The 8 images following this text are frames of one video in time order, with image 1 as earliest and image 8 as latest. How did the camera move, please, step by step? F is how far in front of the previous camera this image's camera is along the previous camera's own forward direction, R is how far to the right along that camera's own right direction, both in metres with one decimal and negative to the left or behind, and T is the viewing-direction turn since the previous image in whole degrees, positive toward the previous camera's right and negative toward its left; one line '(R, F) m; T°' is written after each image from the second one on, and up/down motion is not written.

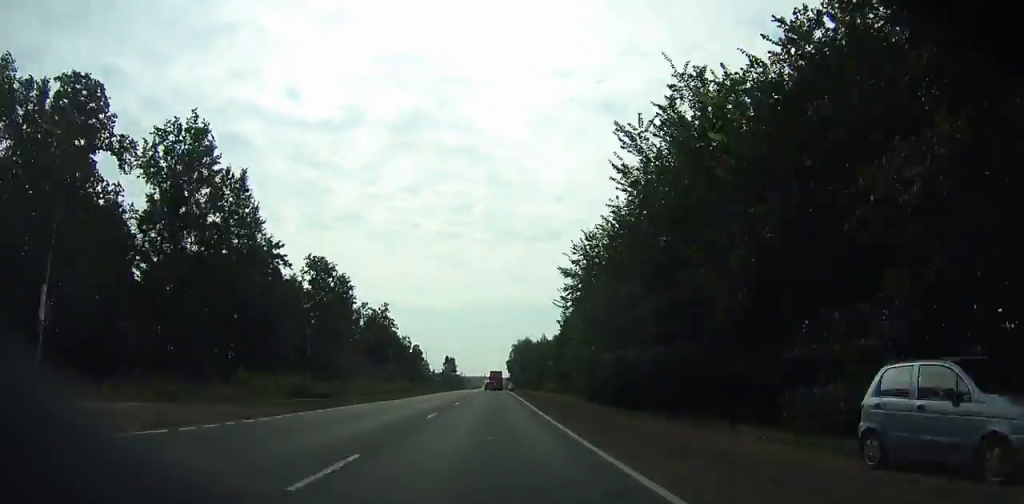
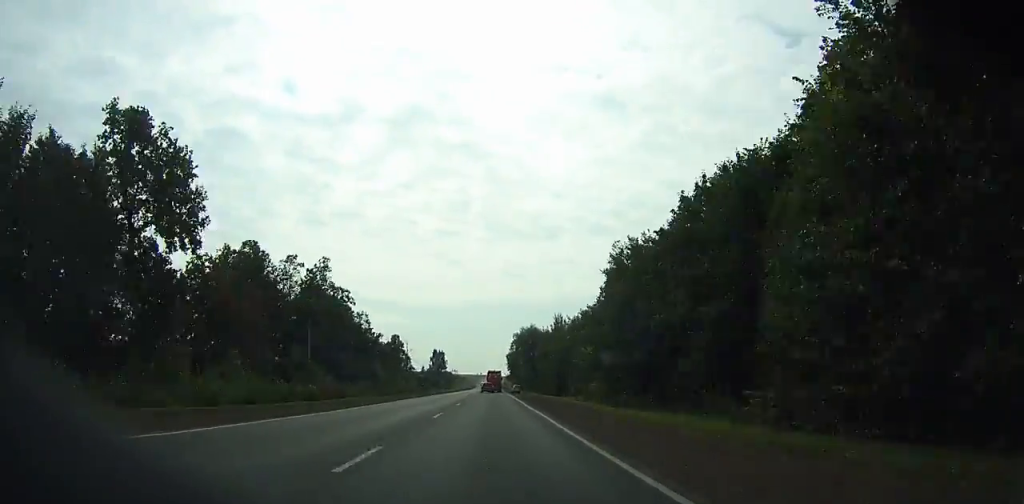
(0.0, +46.5) m; 0°
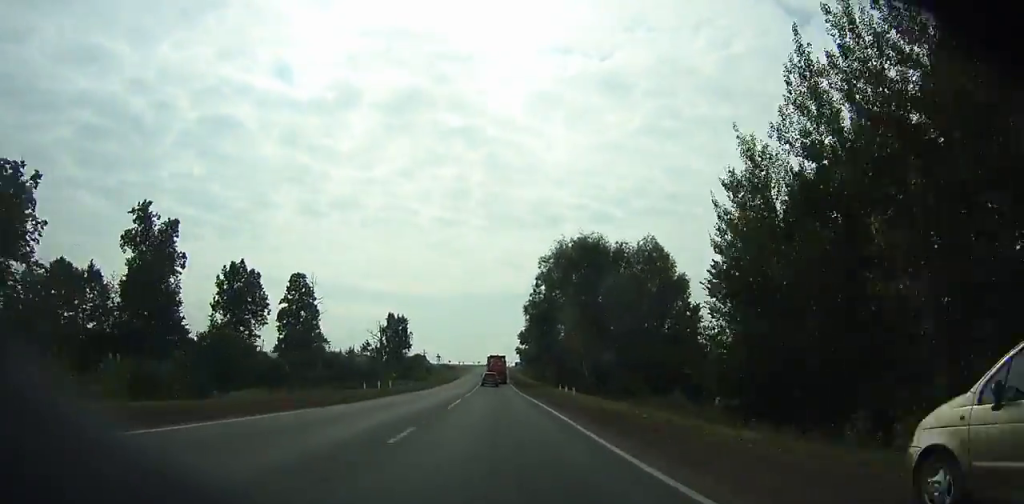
(+0.7, +101.8) m; +2°
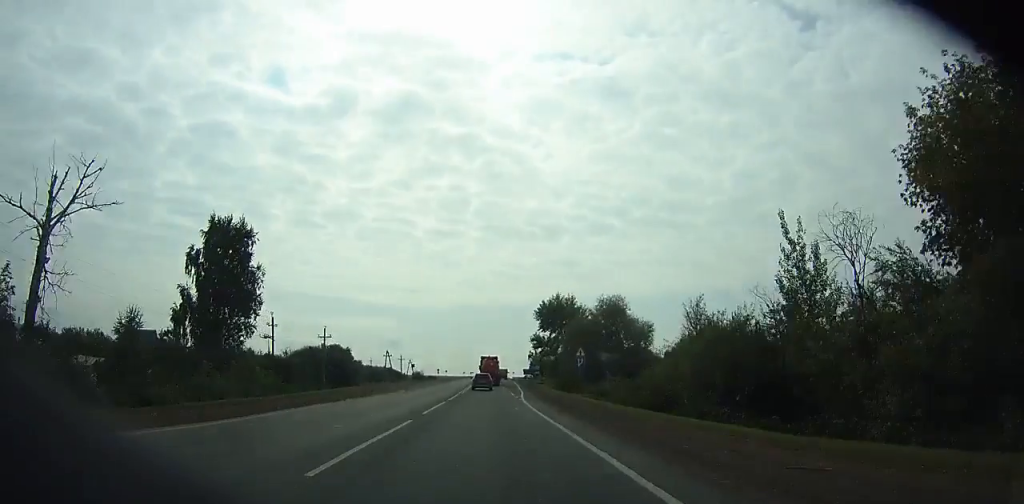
(+1.5, +87.3) m; 0°
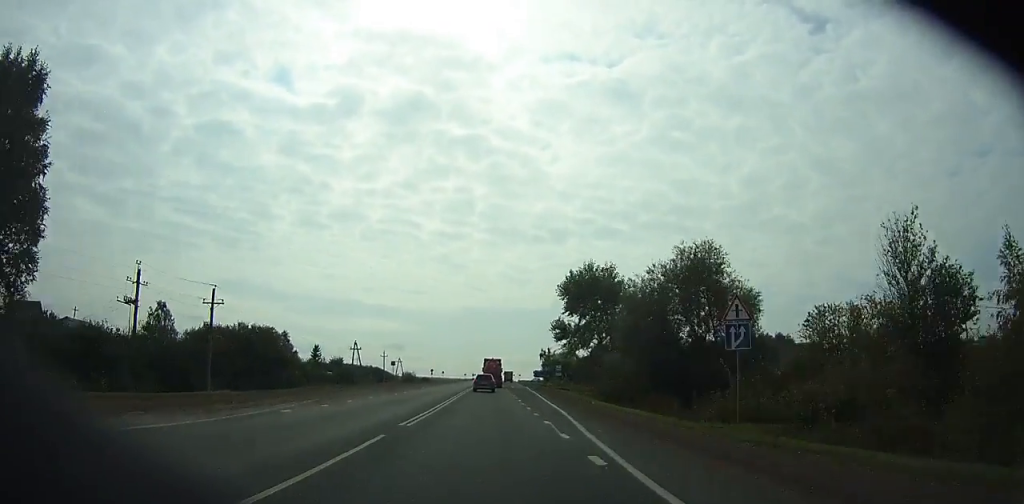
(-0.4, +27.9) m; -1°
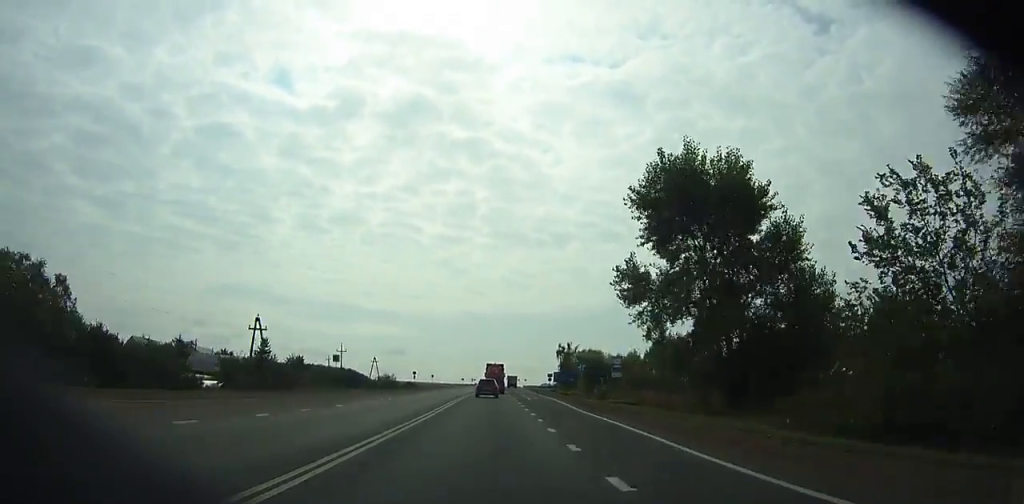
(-0.5, +33.3) m; -1°
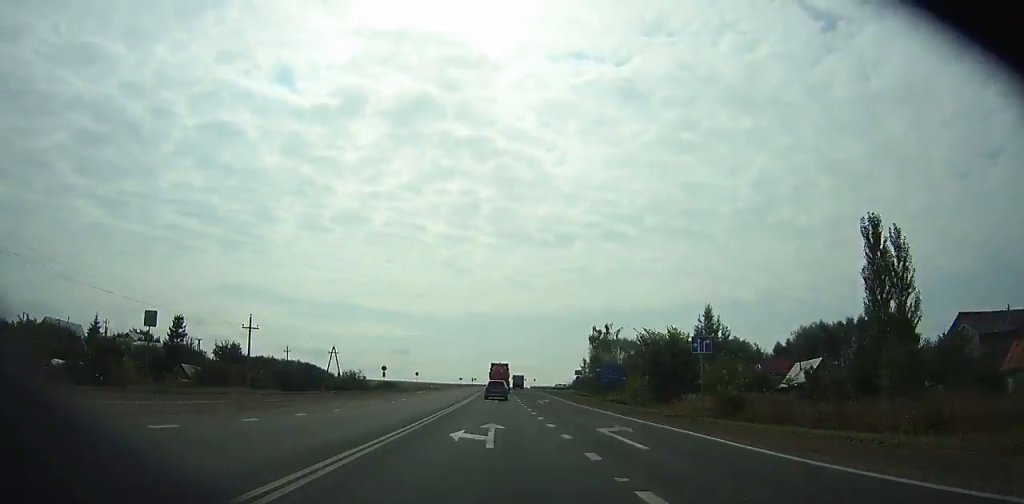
(-0.2, +33.6) m; 0°
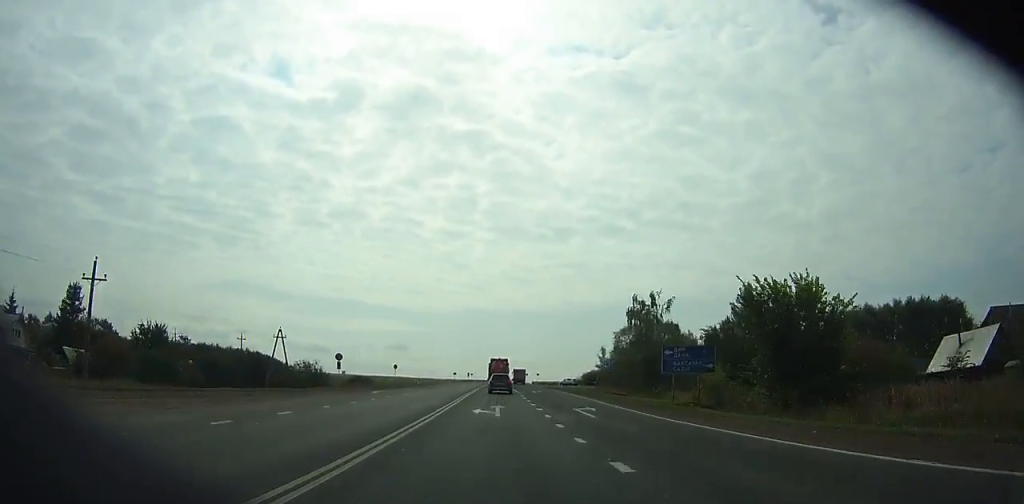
(+0.2, +22.3) m; 0°
